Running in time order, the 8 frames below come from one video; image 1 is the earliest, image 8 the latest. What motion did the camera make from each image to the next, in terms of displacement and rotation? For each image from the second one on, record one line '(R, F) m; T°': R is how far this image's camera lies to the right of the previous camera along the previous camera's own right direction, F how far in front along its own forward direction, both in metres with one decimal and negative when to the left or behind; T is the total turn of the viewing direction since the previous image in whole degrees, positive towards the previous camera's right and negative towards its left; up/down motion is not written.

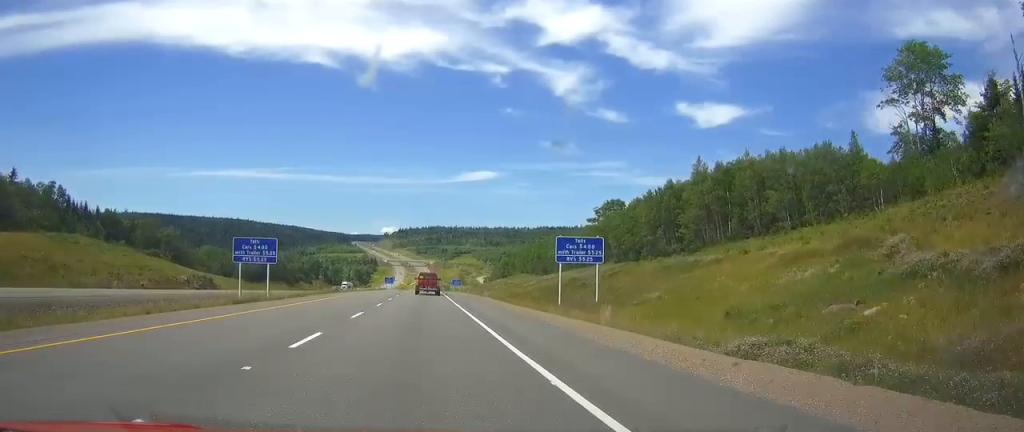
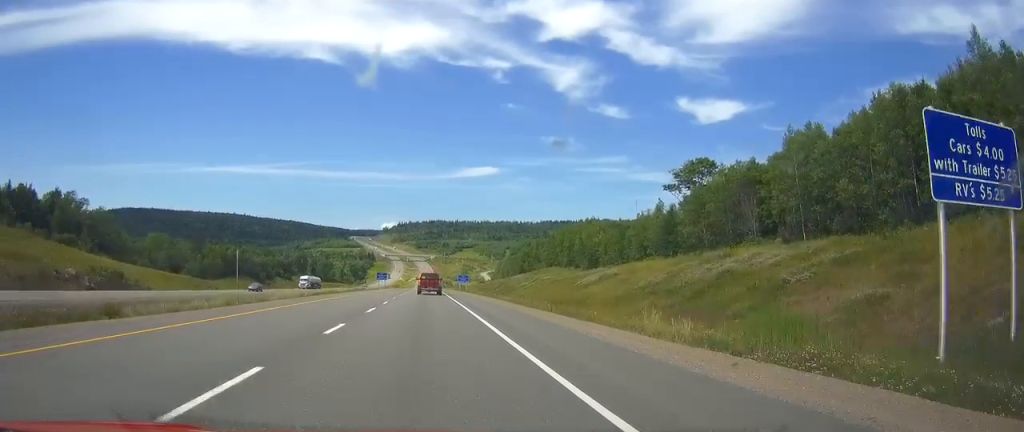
(+0.1, +50.6) m; 0°
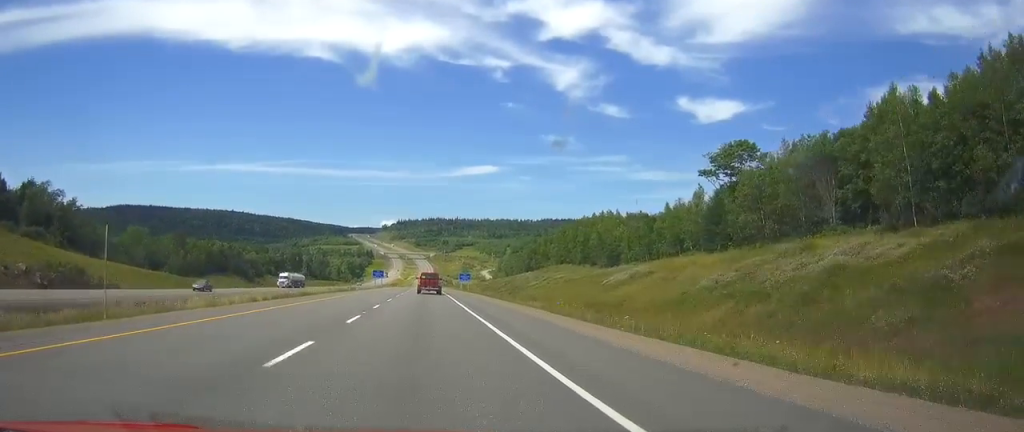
(0.0, +14.4) m; 0°
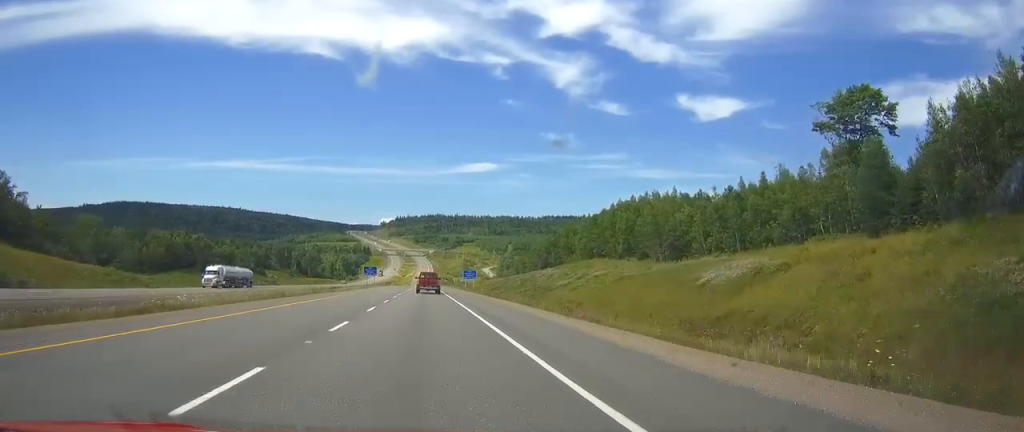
(0.0, +30.1) m; 0°
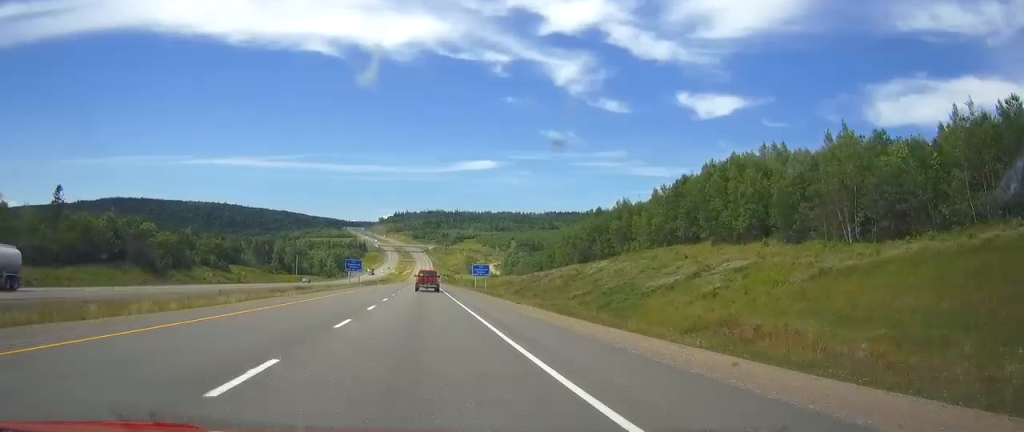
(+0.1, +43.9) m; 0°
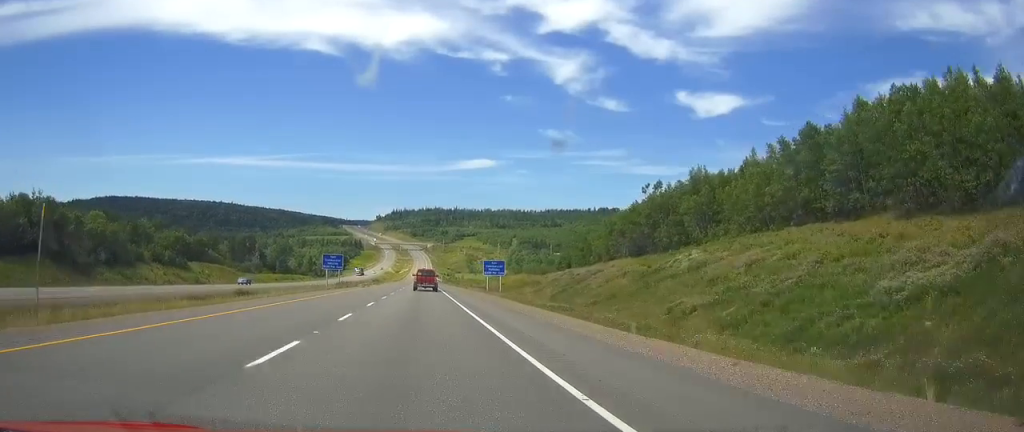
(+0.1, +34.2) m; 0°
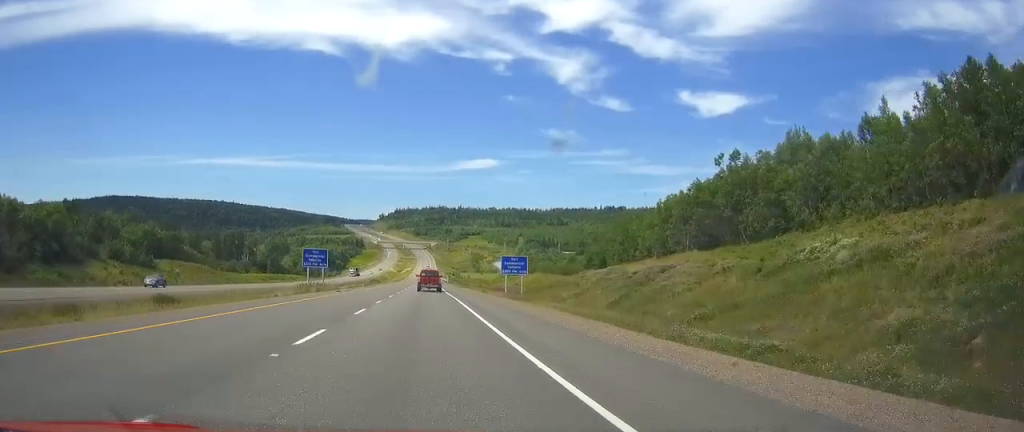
(-0.1, +24.1) m; 0°
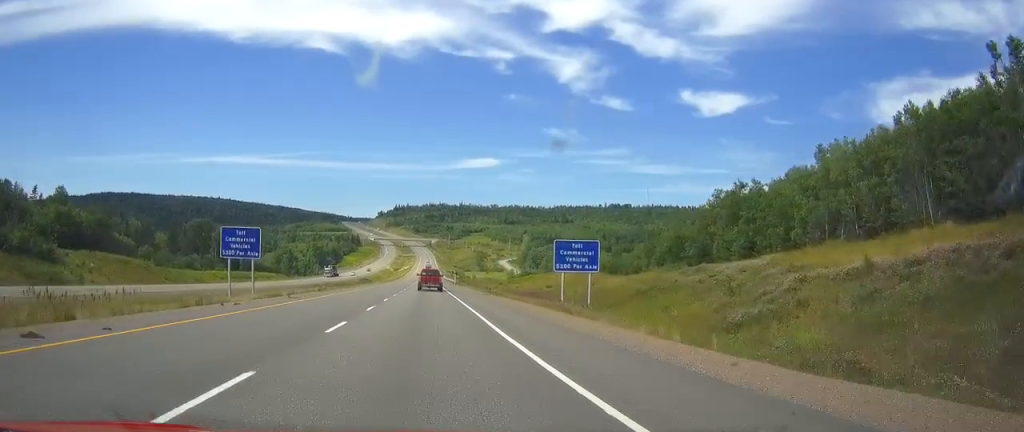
(-0.1, +42.7) m; 0°
